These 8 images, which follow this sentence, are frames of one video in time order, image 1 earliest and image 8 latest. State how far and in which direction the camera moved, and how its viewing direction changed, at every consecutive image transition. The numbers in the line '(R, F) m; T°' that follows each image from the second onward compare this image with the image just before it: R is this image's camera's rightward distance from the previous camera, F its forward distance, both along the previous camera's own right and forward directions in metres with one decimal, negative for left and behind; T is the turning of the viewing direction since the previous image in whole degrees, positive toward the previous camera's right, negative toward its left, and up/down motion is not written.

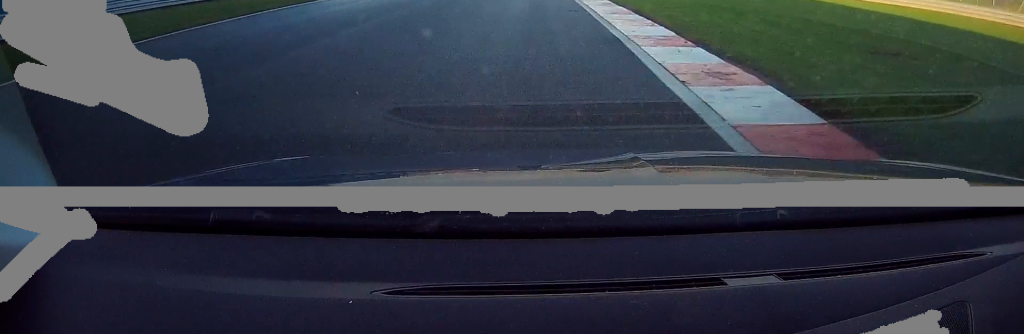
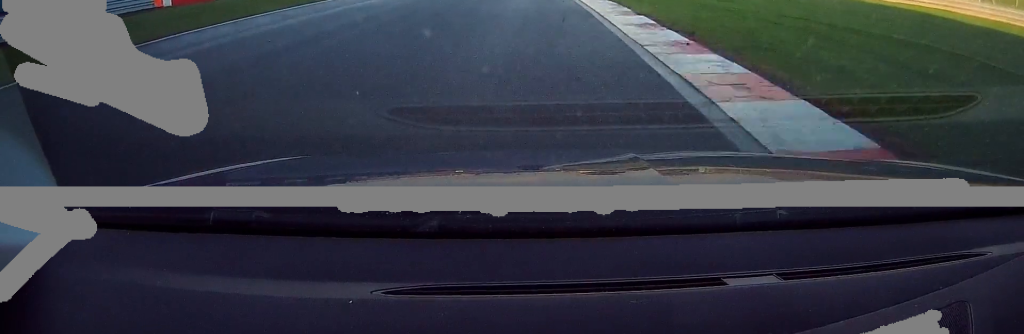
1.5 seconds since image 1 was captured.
(0.0, +32.8) m; -1°
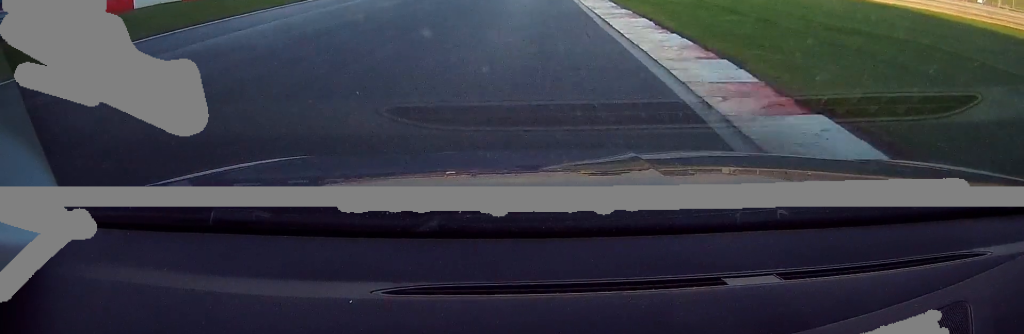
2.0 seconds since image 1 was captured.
(-0.2, +10.3) m; 0°
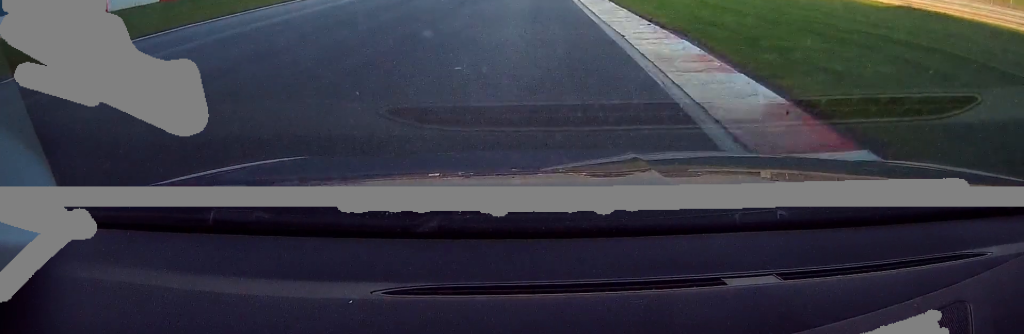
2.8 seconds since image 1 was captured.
(+0.1, +14.3) m; 0°
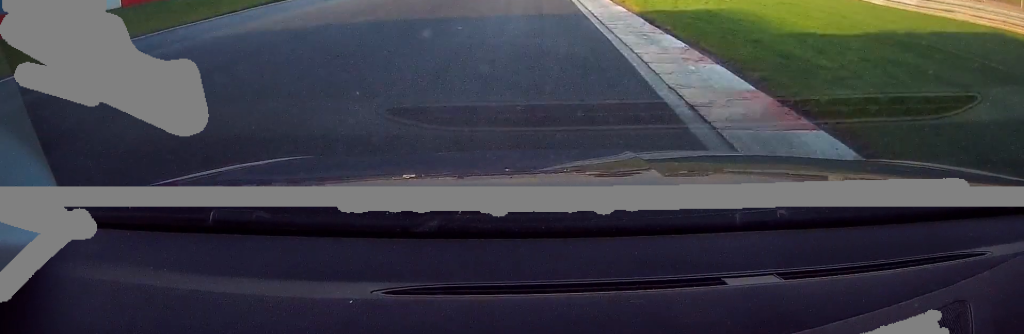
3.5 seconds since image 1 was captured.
(+0.2, +15.4) m; 0°
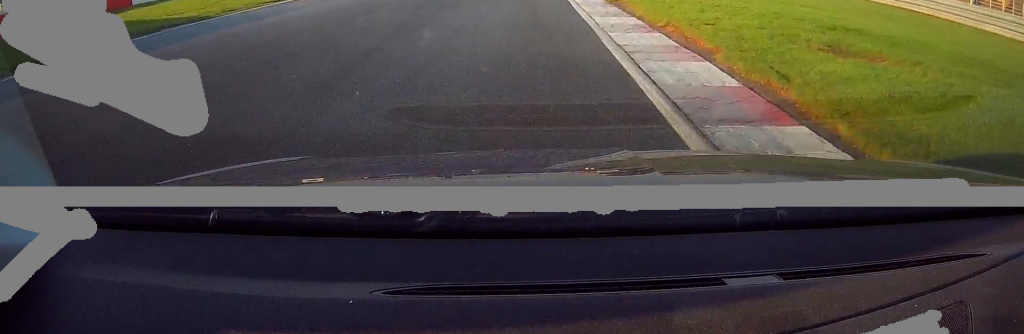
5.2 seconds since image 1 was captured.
(+0.2, +29.5) m; 0°
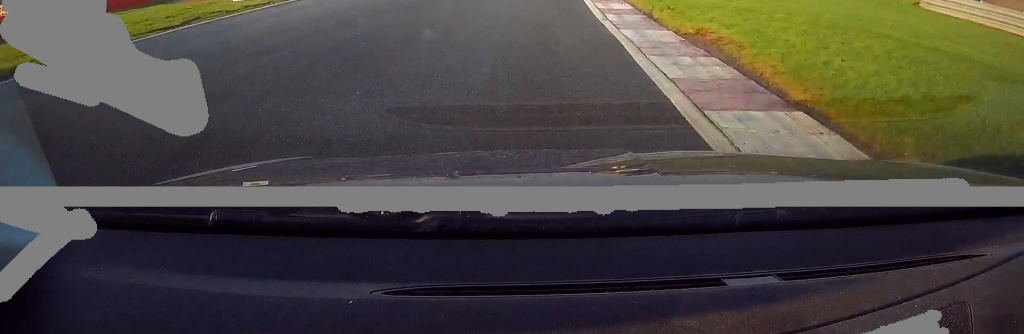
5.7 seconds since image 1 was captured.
(-0.2, +9.2) m; -2°
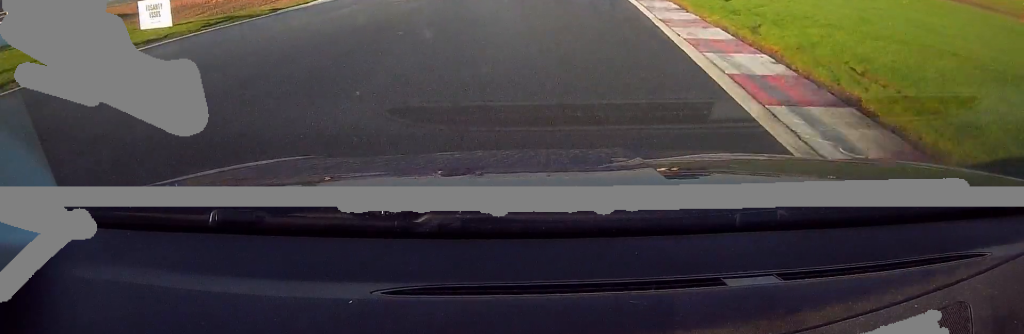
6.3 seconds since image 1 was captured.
(+0.1, +9.7) m; -3°
